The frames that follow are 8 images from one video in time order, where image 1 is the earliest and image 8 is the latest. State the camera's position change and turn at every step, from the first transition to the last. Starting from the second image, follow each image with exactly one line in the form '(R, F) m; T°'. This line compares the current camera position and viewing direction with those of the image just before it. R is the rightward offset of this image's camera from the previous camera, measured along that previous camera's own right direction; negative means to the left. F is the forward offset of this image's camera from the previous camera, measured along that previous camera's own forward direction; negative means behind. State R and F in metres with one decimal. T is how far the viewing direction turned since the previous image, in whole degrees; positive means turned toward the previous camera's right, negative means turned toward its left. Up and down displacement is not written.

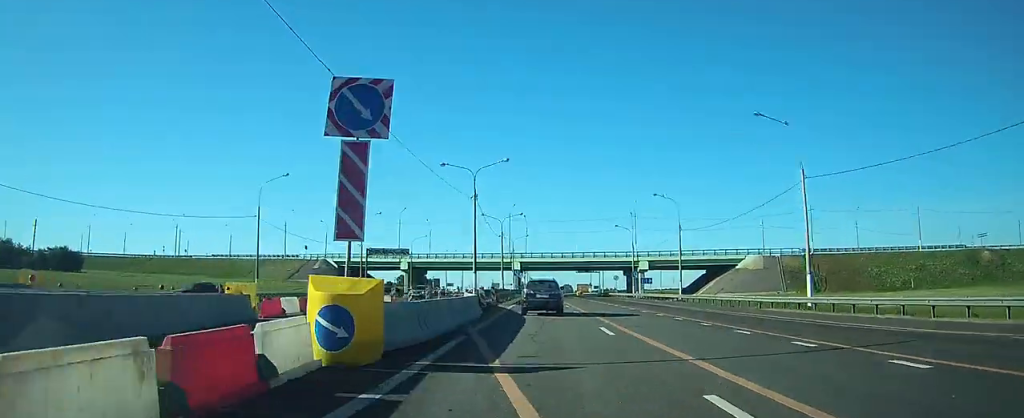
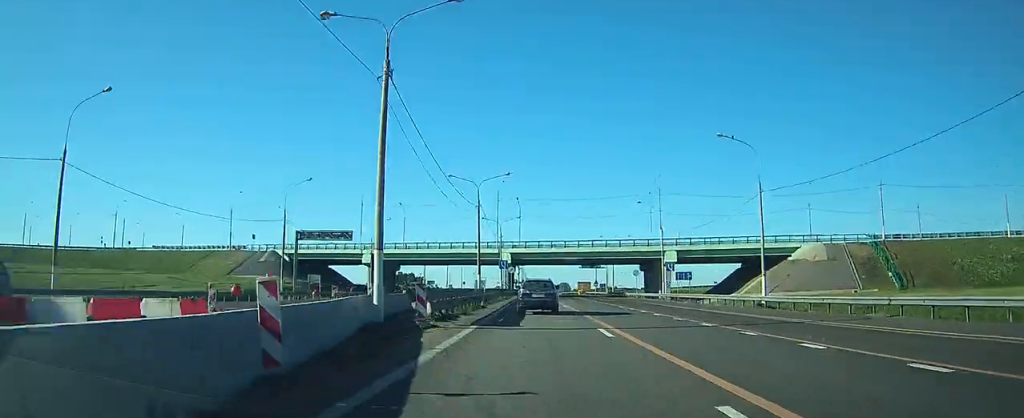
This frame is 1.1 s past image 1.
(0.0, +25.0) m; 0°
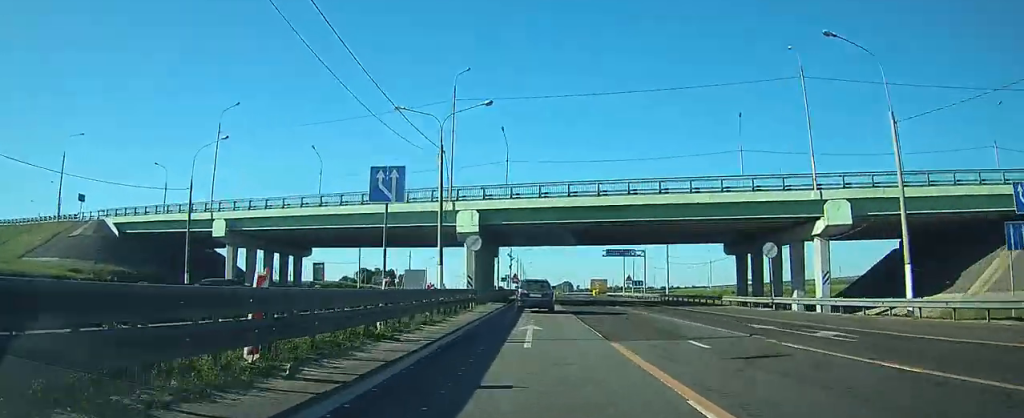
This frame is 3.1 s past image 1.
(0.0, +48.2) m; 0°
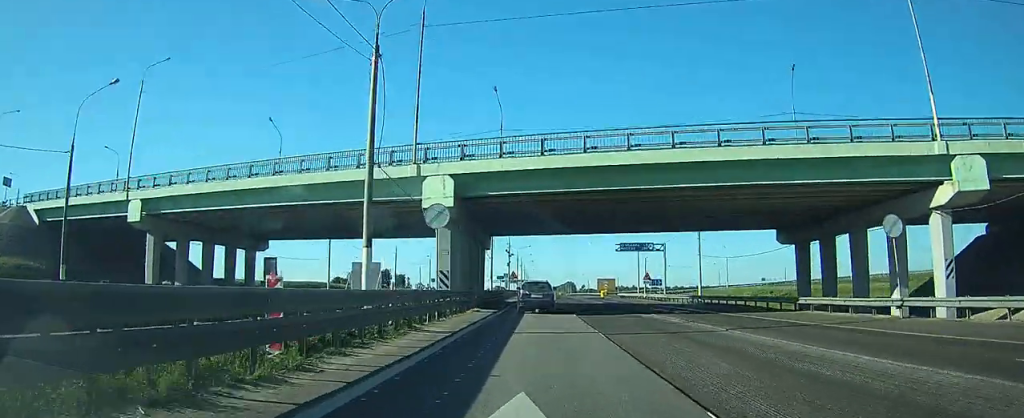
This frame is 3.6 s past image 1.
(0.0, +12.7) m; 0°
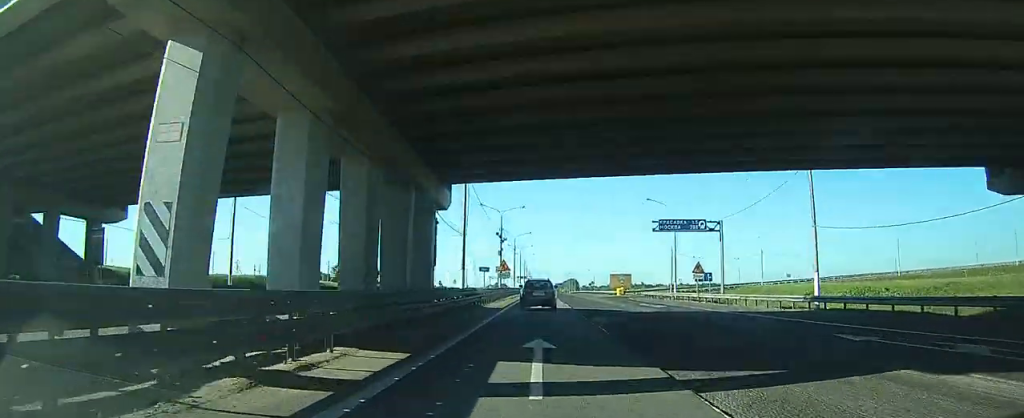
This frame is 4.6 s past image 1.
(0.0, +23.1) m; 0°
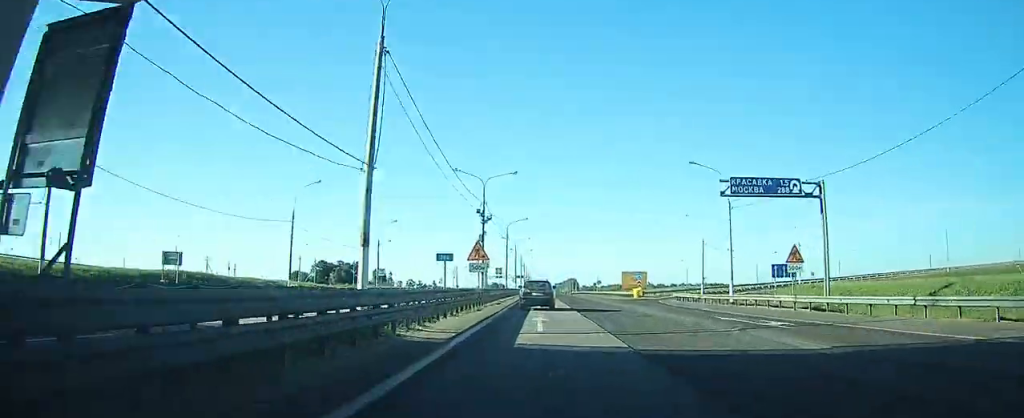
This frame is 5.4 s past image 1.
(0.0, +20.0) m; 0°
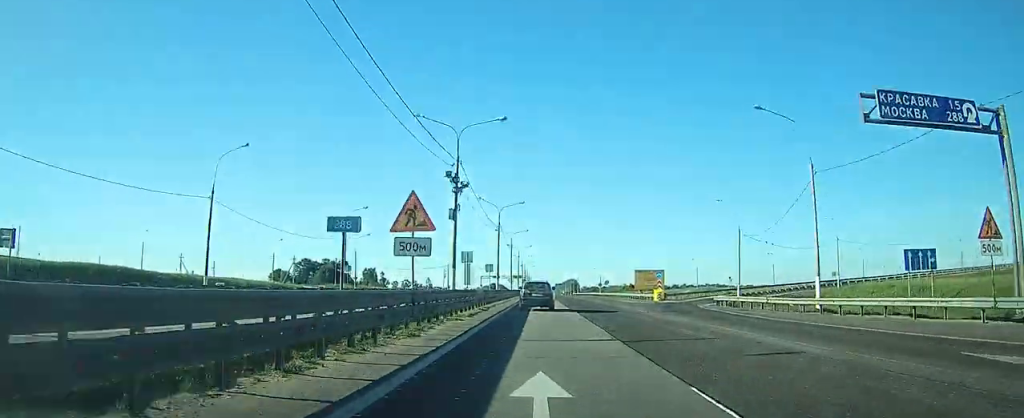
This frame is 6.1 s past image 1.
(-0.1, +15.3) m; 0°
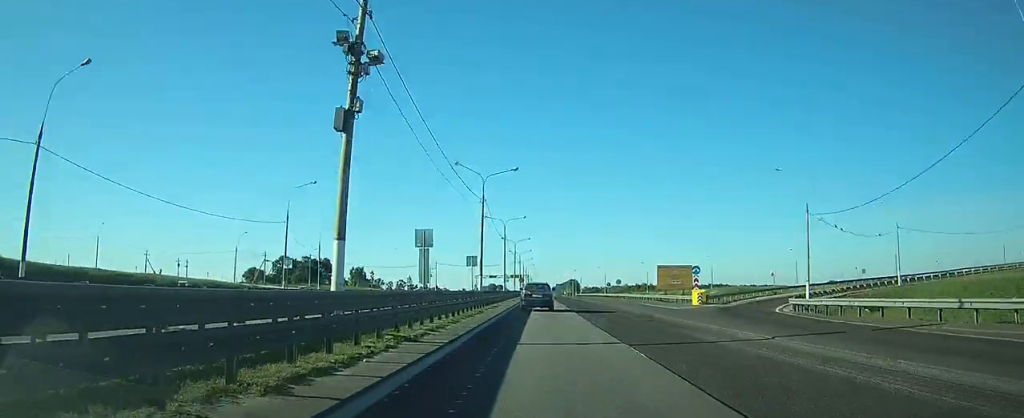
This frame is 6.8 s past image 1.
(0.0, +17.9) m; 0°
